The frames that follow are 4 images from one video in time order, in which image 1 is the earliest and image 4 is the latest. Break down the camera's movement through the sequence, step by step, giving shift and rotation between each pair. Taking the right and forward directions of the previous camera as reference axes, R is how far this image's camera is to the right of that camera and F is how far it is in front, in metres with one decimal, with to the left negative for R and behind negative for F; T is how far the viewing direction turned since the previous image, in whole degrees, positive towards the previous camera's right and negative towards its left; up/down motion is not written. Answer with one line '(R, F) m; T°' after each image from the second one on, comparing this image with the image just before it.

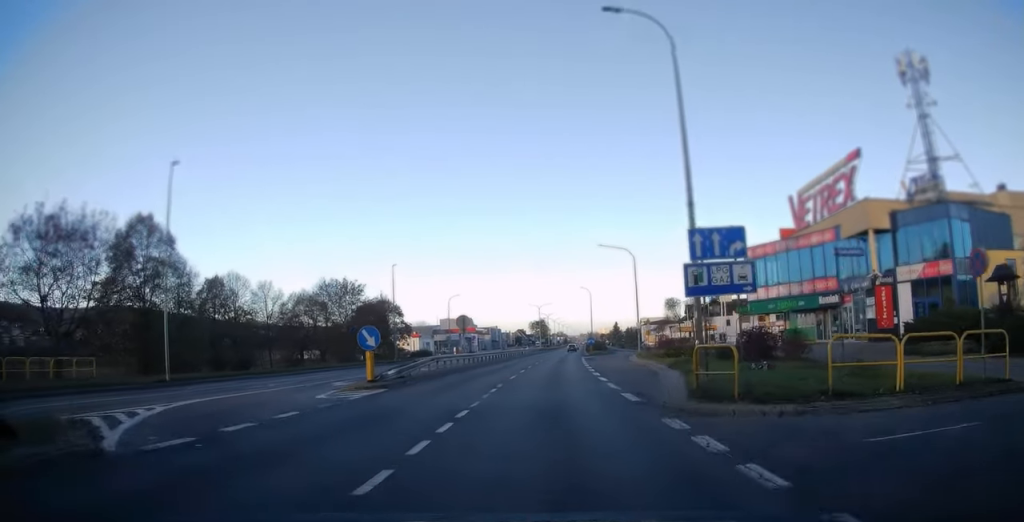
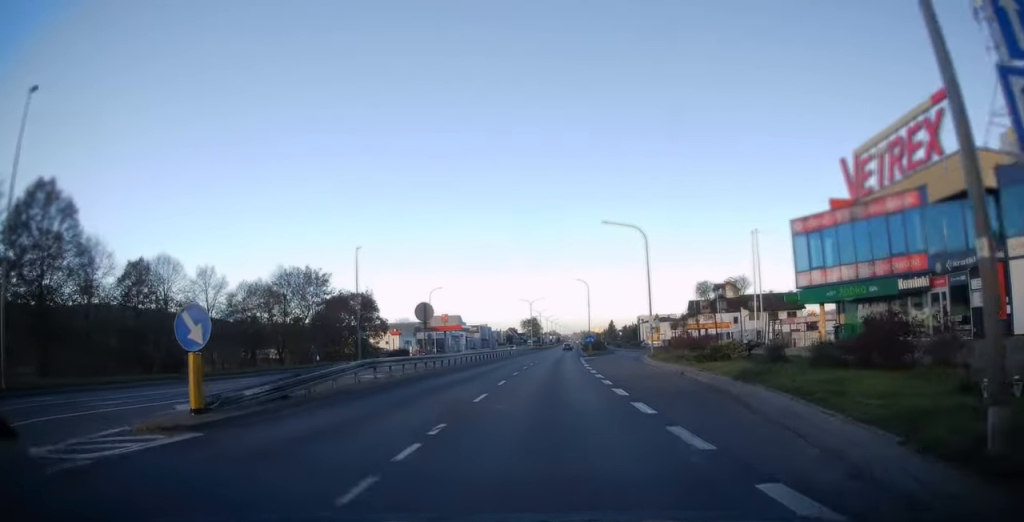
(+0.1, +10.5) m; 0°
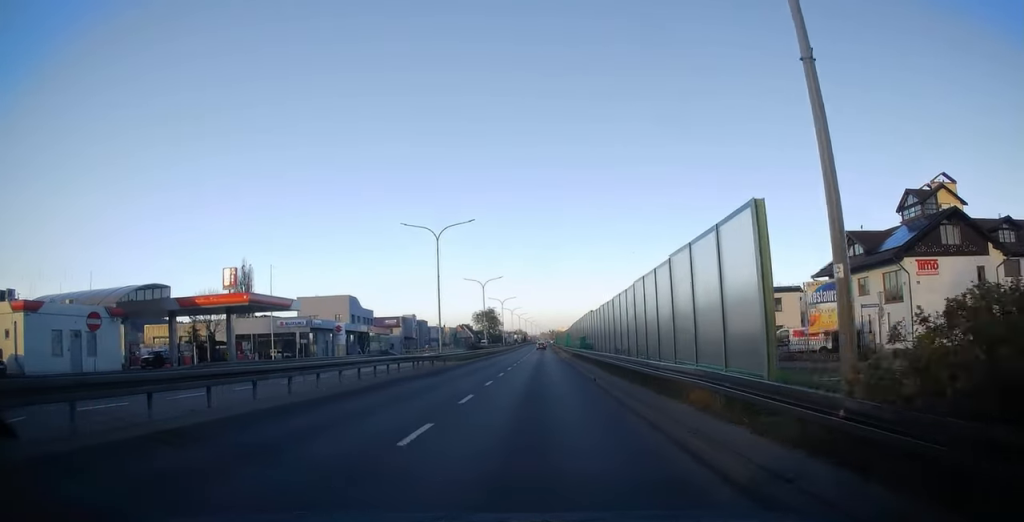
(+1.7, +80.1) m; +3°
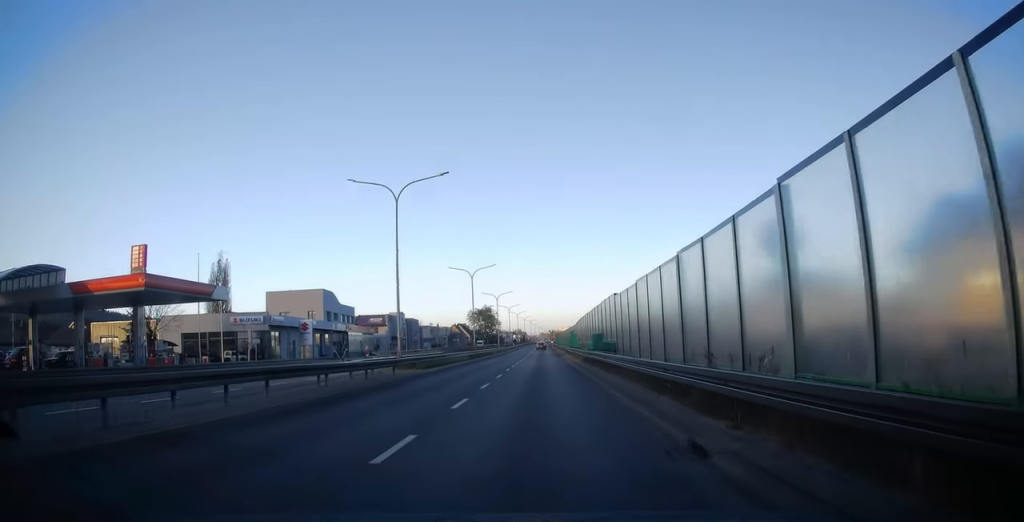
(0.0, +13.2) m; 0°
